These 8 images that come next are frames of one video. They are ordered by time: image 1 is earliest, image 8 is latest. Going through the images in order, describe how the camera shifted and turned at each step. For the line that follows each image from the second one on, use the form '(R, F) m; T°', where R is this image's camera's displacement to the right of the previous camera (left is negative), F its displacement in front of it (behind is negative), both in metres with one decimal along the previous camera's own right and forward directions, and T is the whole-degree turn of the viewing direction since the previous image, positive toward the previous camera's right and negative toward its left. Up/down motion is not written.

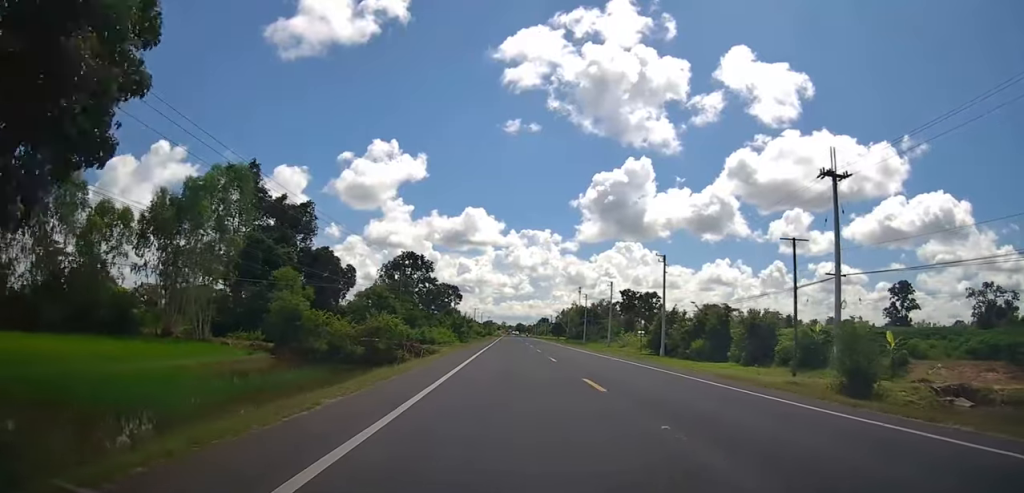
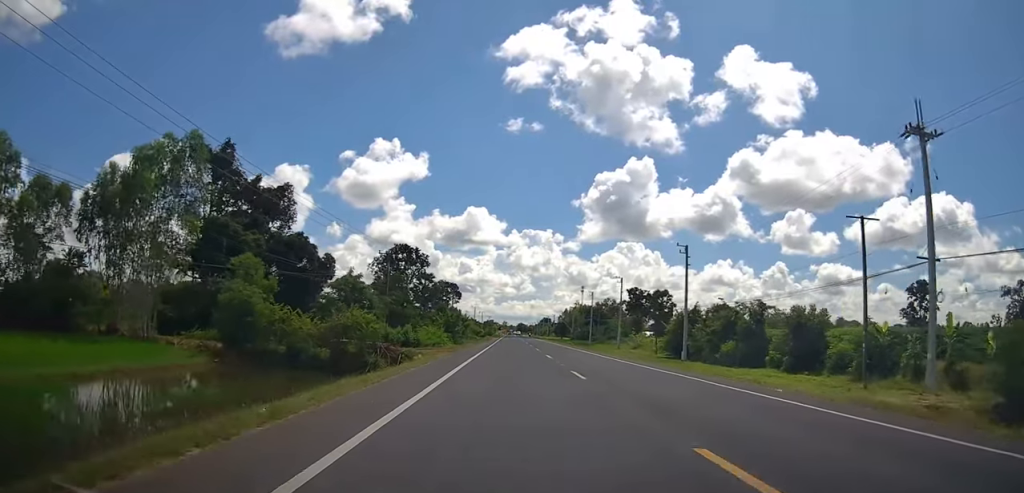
(+0.2, +9.1) m; 0°
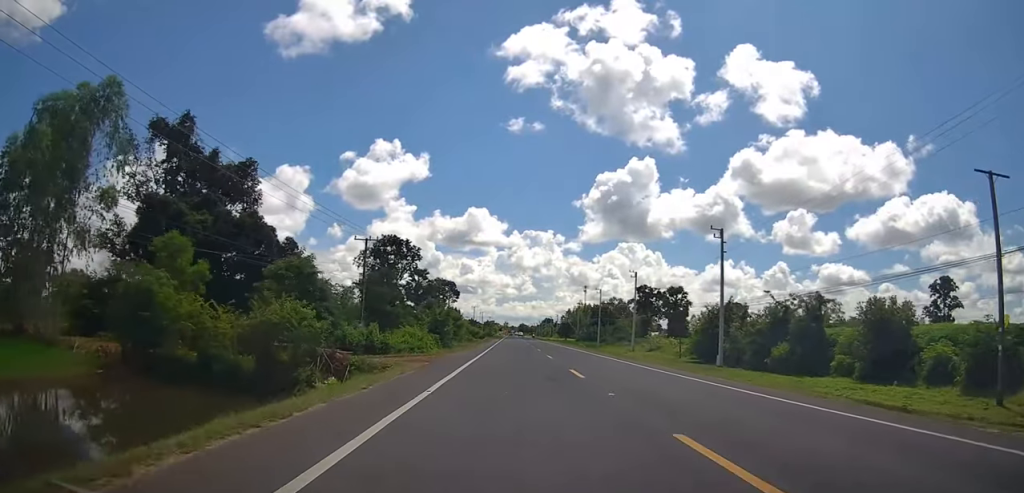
(-0.5, +11.2) m; 0°
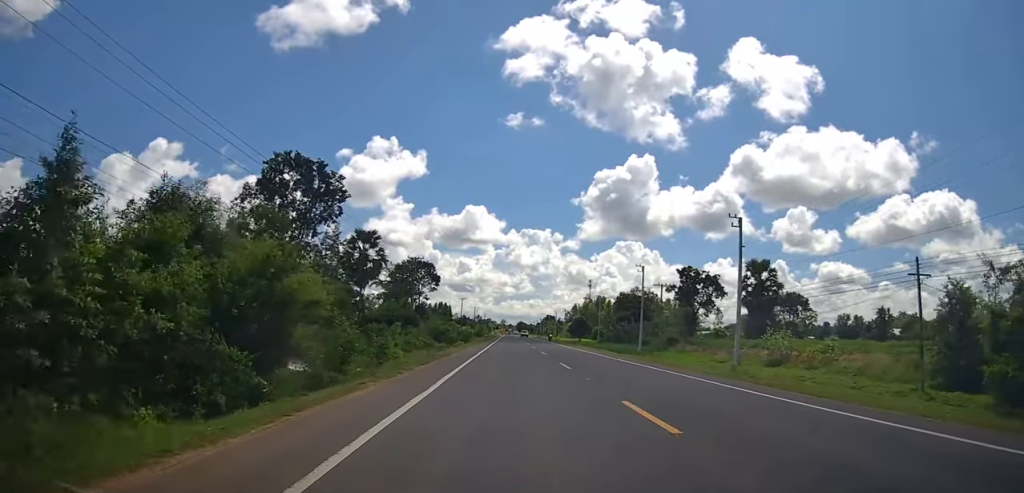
(0.0, +45.5) m; 0°
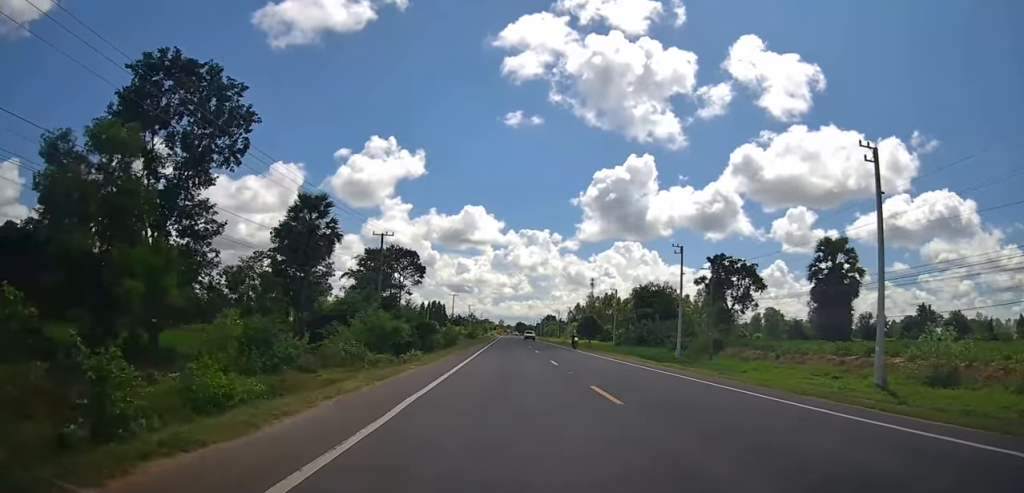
(+0.3, +21.4) m; 0°
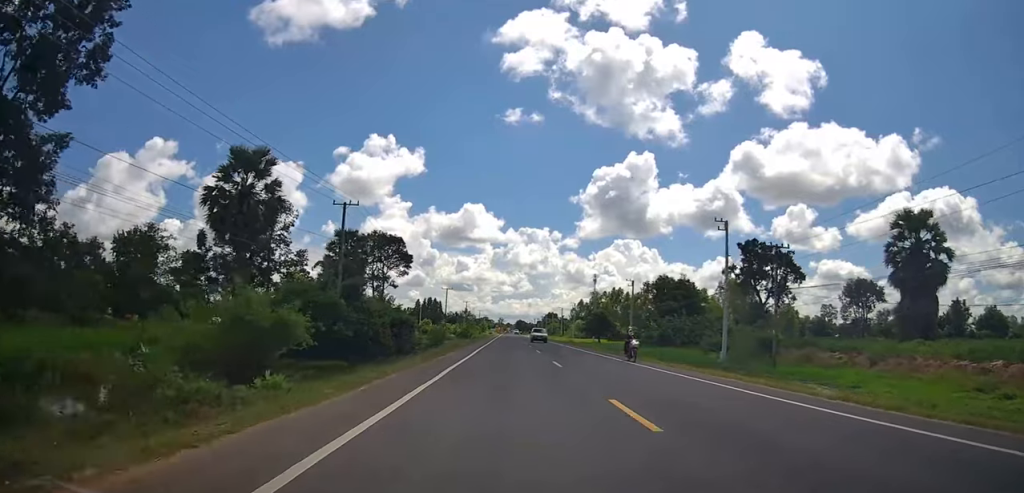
(-0.1, +14.9) m; 0°
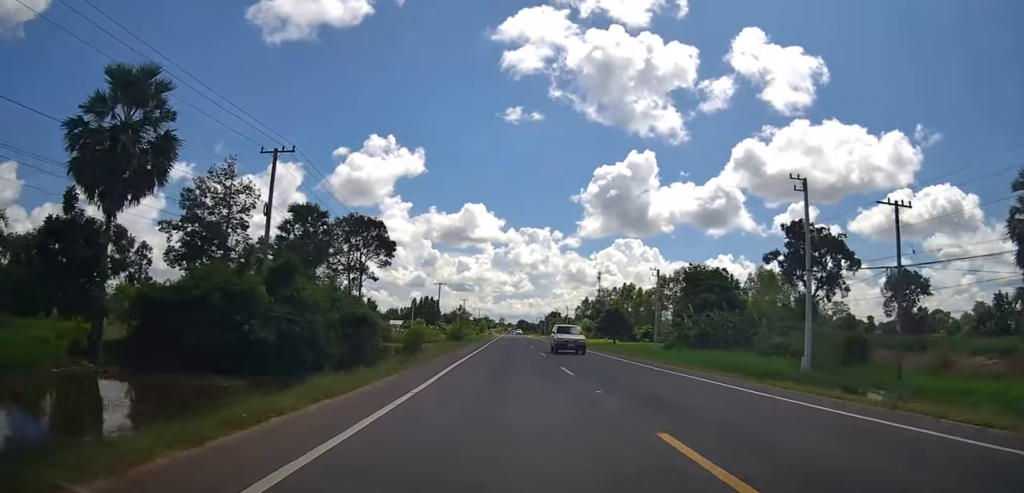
(-0.3, +15.7) m; 0°
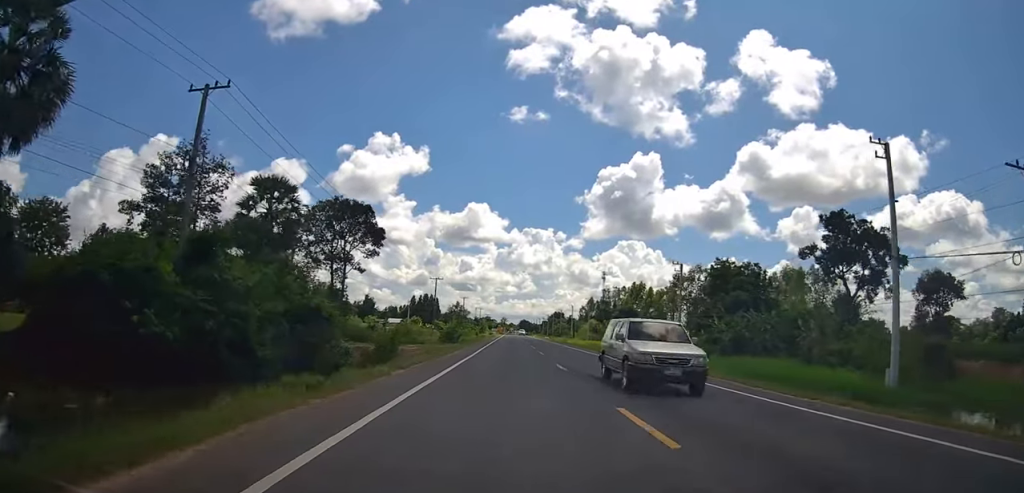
(+0.4, +9.6) m; 0°
